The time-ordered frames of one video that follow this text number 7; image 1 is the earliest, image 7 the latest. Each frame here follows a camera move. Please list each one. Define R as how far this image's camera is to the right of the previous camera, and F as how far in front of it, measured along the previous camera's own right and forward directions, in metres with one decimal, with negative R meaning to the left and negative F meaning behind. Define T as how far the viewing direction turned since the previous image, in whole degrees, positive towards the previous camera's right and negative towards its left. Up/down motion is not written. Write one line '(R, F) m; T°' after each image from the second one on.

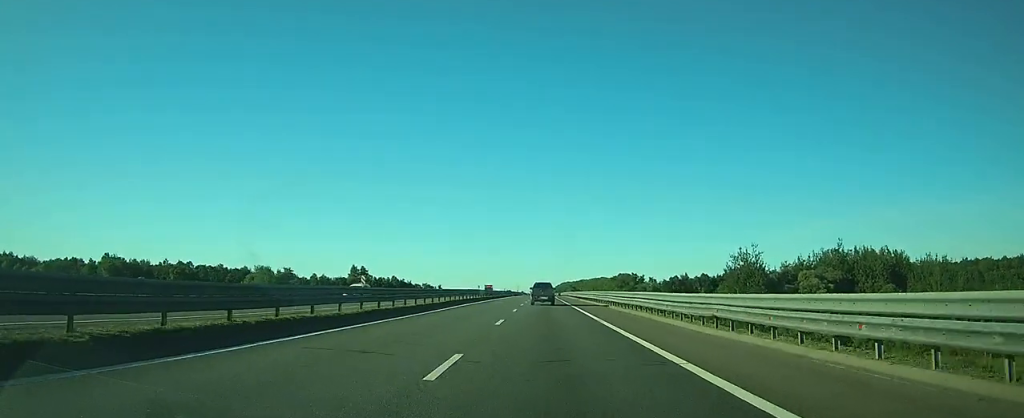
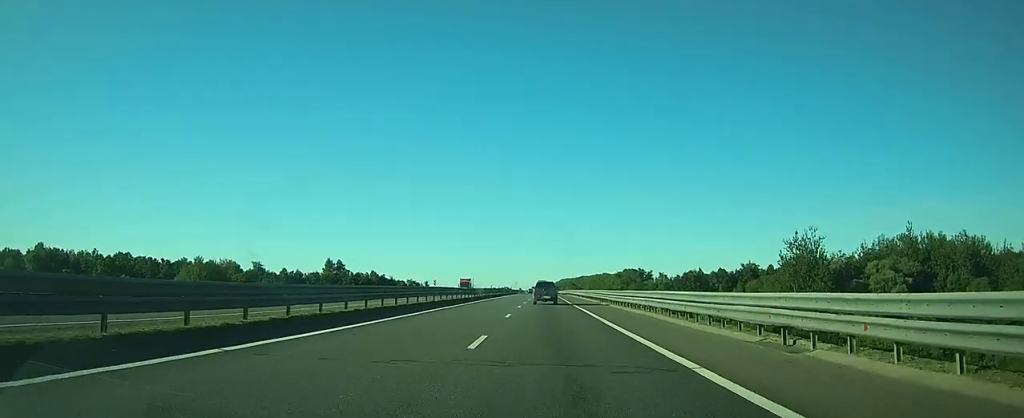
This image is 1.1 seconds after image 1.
(+0.1, +32.3) m; 0°
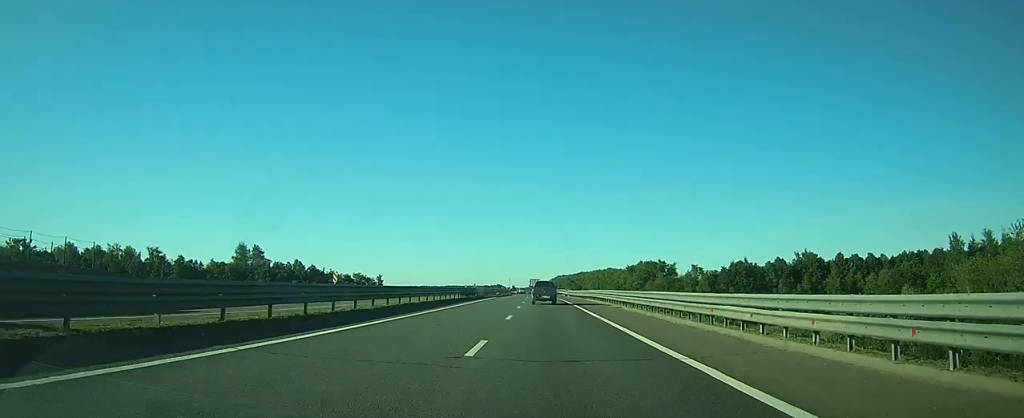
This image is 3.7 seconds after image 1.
(+0.2, +73.3) m; +1°
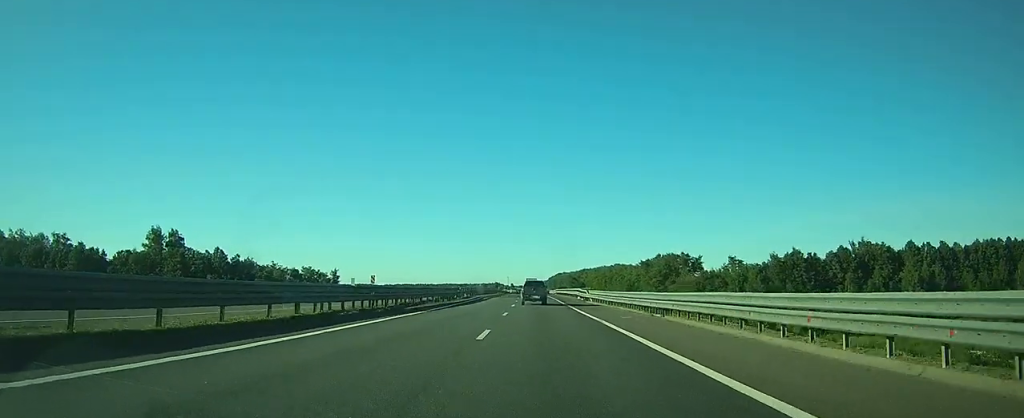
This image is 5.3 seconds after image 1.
(+0.3, +44.7) m; 0°
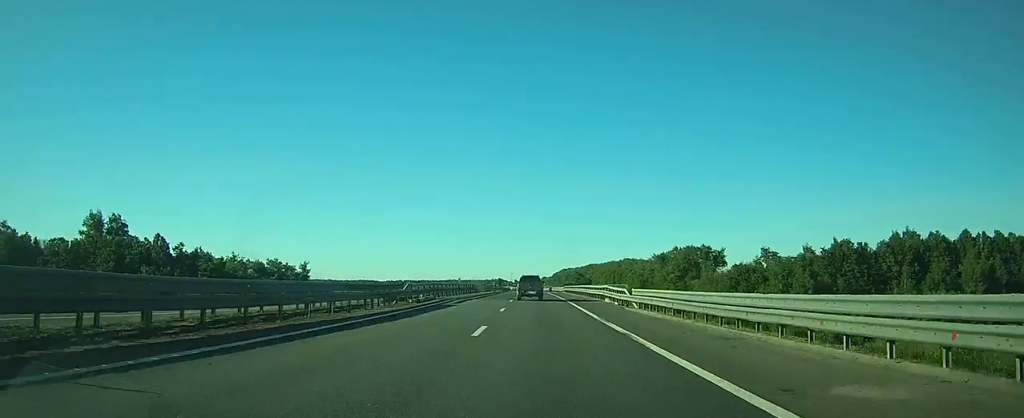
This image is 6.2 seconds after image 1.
(0.0, +24.0) m; 0°
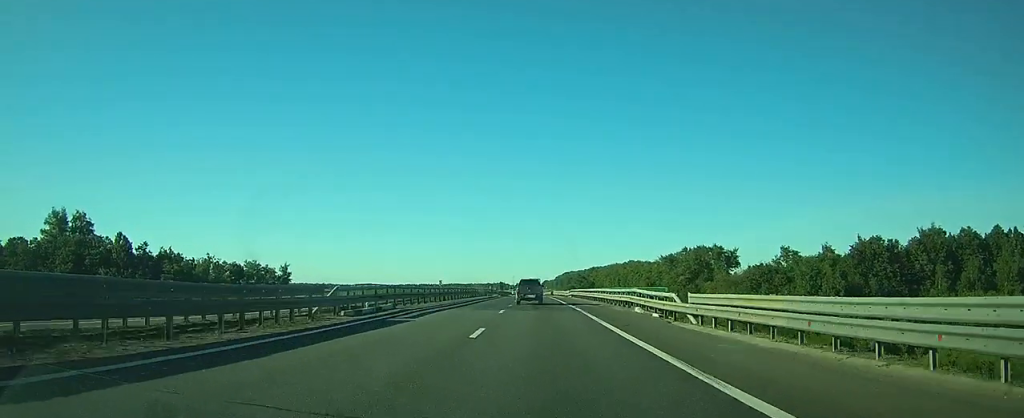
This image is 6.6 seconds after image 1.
(0.0, +11.9) m; 0°
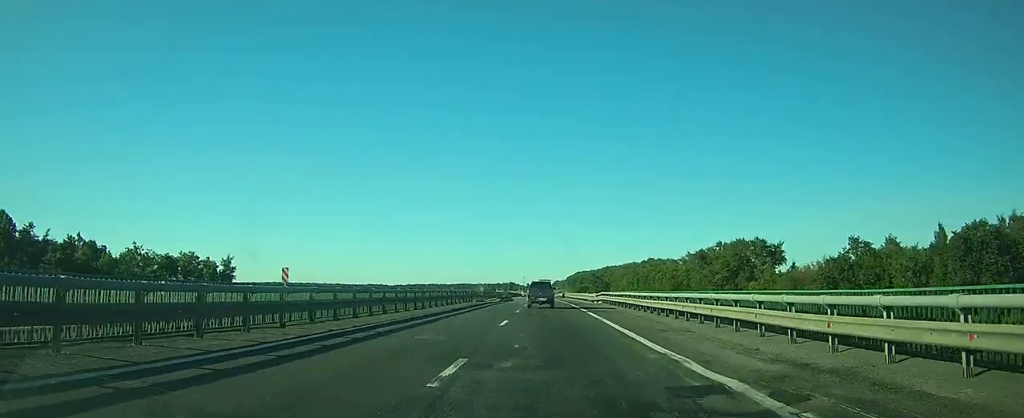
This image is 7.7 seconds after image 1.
(-0.2, +29.0) m; -1°
